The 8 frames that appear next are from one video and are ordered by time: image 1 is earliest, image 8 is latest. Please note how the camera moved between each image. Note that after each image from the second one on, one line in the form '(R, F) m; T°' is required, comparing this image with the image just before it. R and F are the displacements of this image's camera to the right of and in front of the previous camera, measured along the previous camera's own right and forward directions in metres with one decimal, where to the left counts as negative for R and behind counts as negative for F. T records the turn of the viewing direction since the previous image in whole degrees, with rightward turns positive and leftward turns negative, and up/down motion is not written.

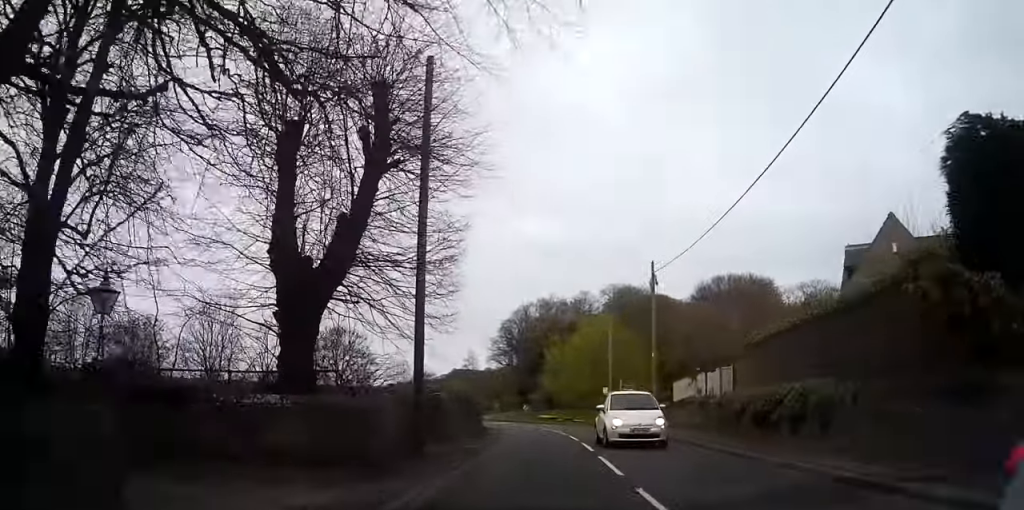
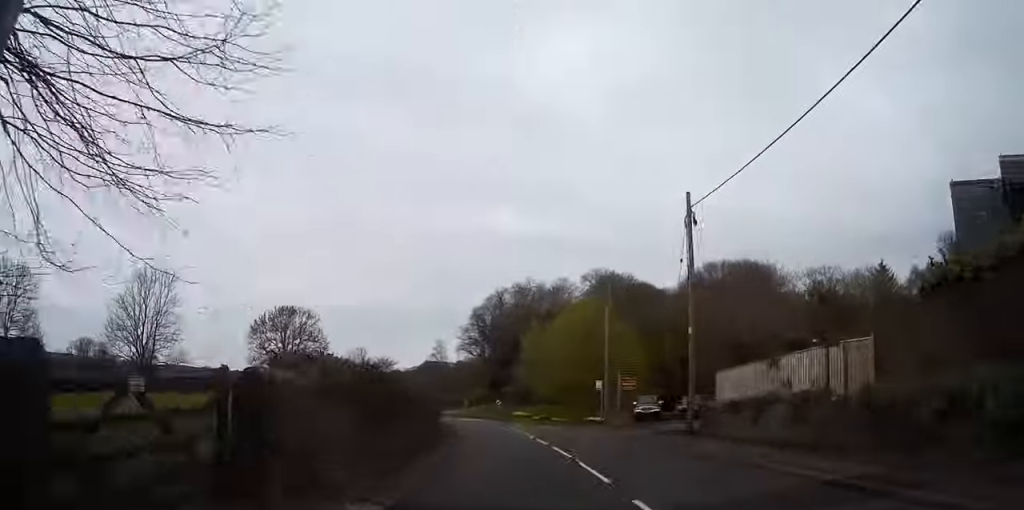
(+0.5, +13.0) m; +2°
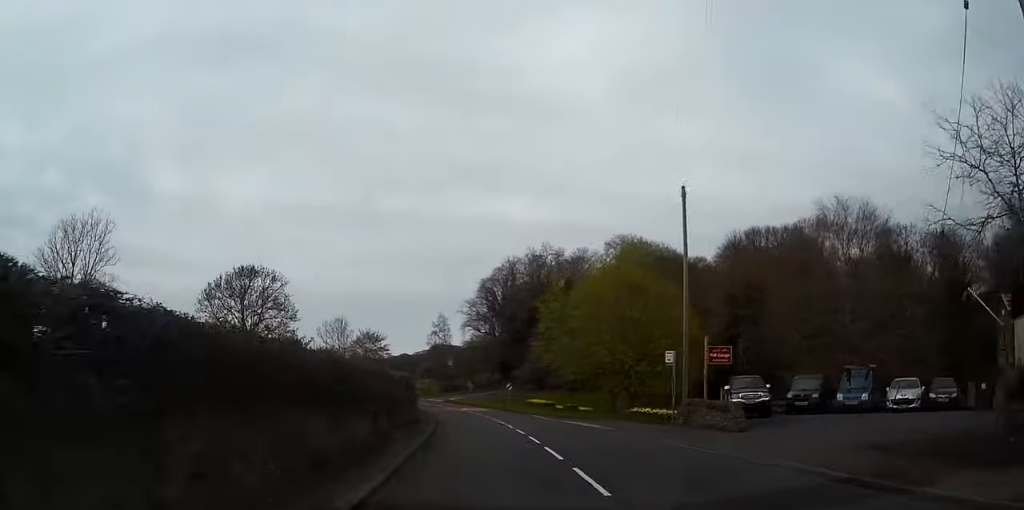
(0.0, +19.4) m; +1°
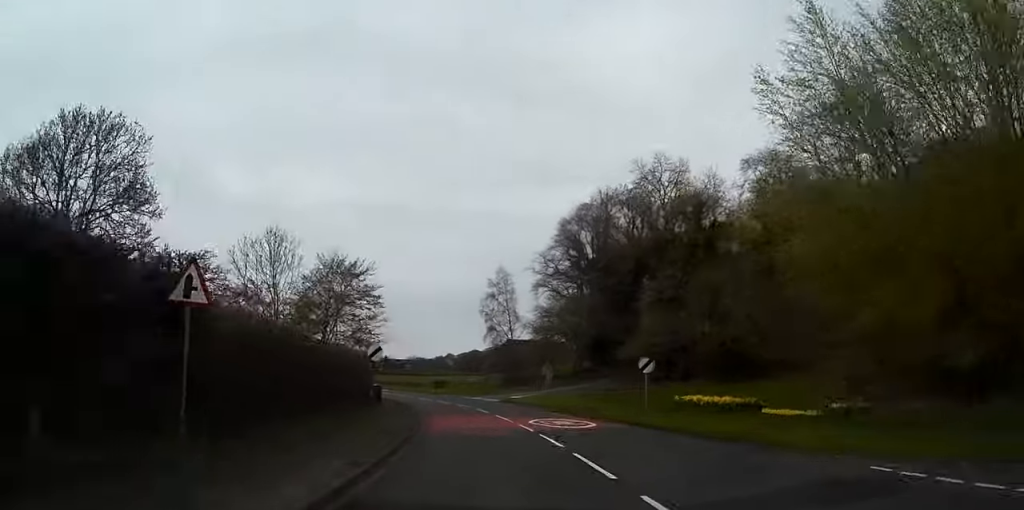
(-0.2, +45.0) m; -3°
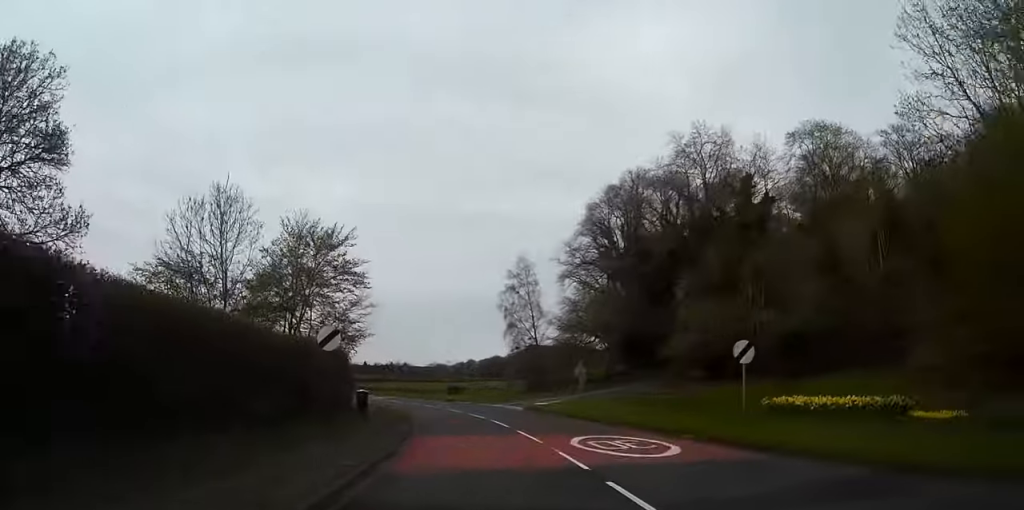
(0.0, +10.1) m; -2°
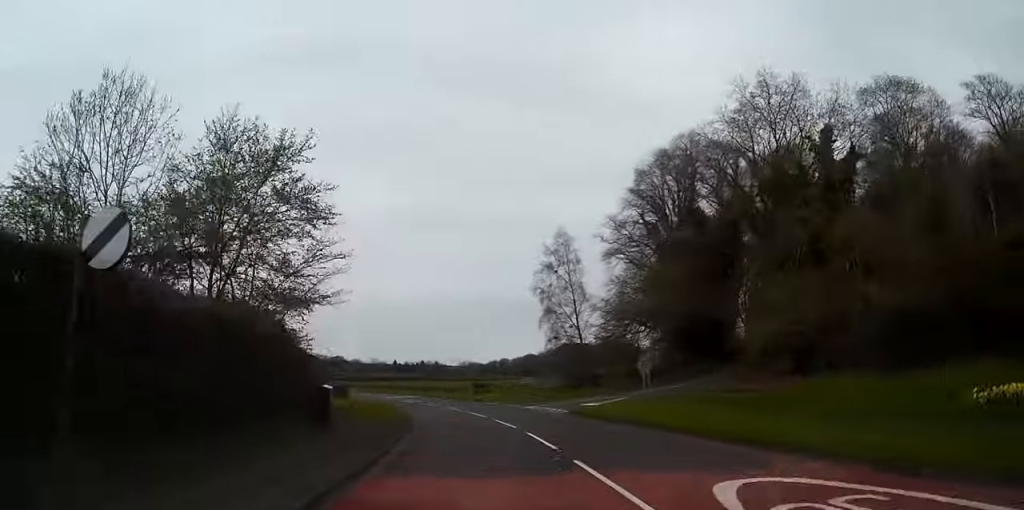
(-0.3, +11.9) m; -2°
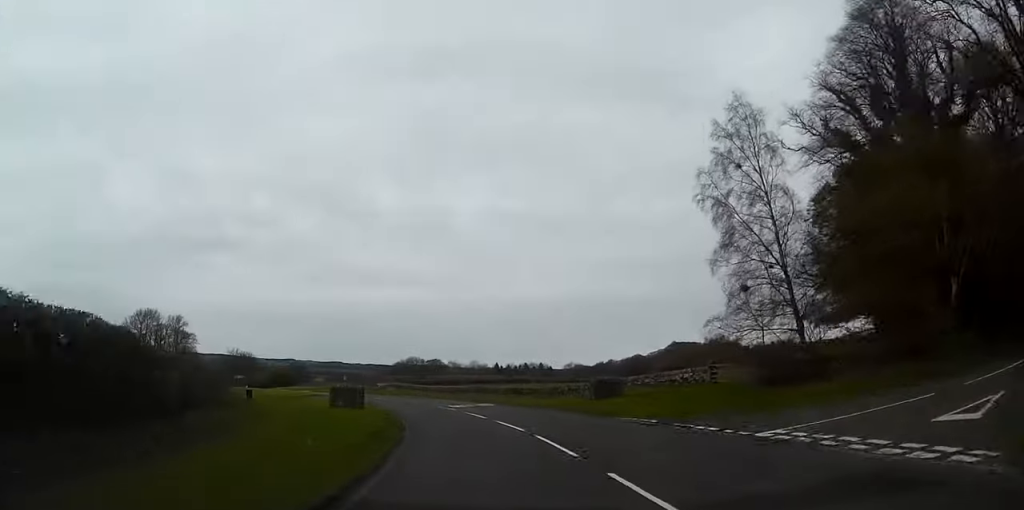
(-1.4, +28.8) m; -7°
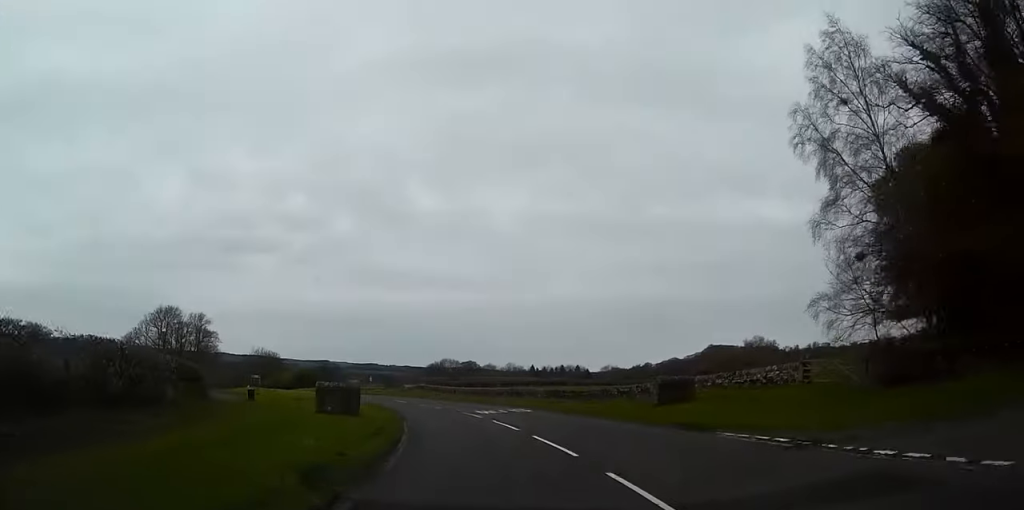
(-0.2, +8.4) m; -3°
